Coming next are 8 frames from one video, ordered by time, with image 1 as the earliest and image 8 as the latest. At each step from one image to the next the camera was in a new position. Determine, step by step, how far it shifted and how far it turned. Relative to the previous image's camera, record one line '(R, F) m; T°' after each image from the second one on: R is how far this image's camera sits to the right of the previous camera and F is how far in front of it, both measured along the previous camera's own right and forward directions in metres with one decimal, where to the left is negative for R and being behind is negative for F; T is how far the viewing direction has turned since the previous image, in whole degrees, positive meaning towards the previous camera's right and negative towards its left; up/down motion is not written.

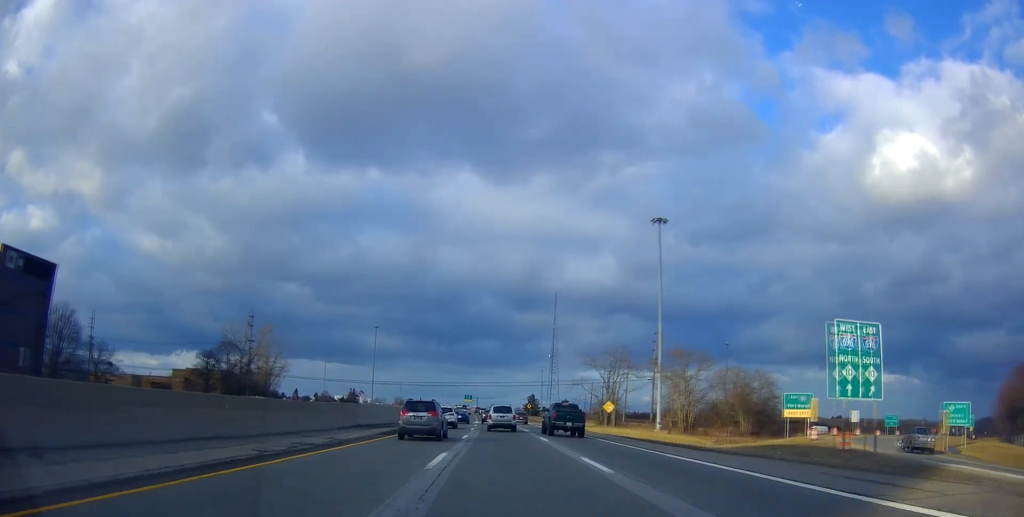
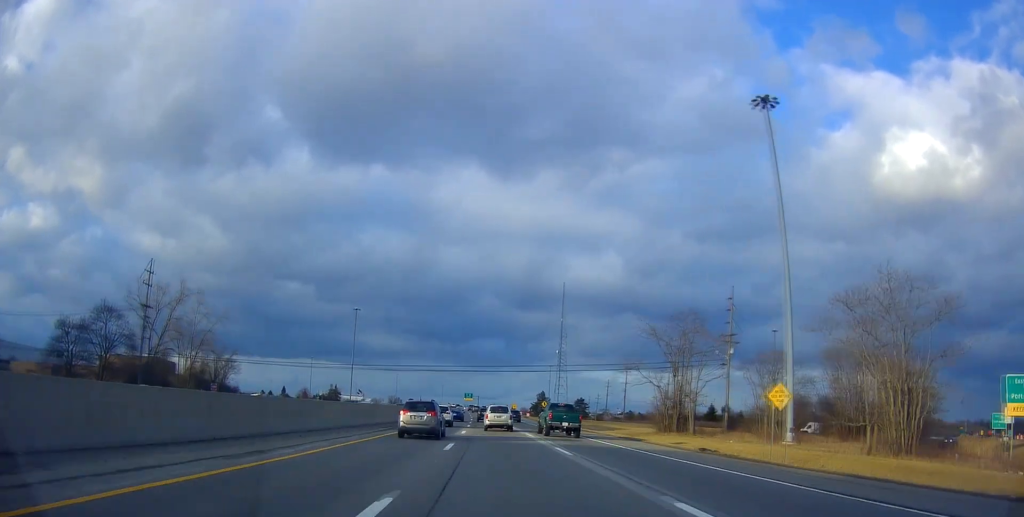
(+0.6, +38.7) m; +2°
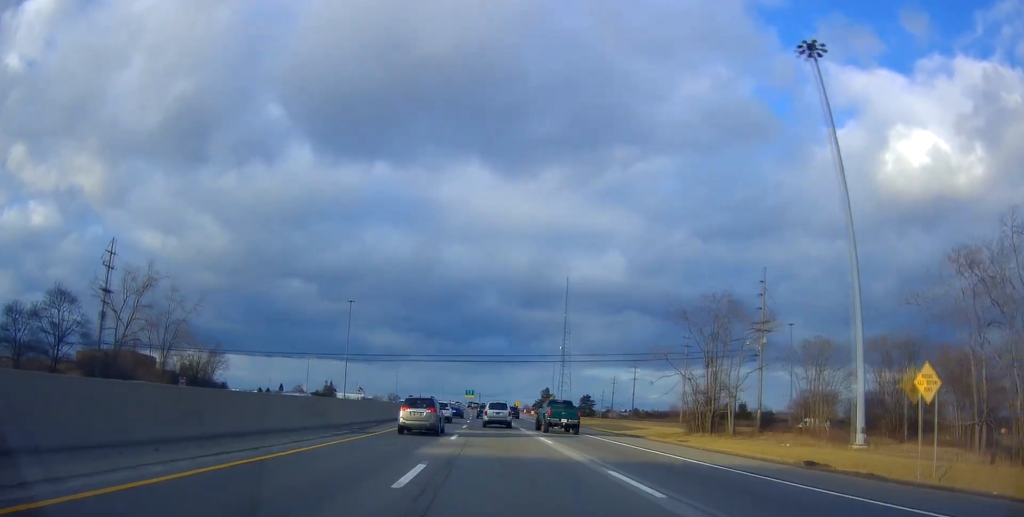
(+0.3, +10.4) m; 0°
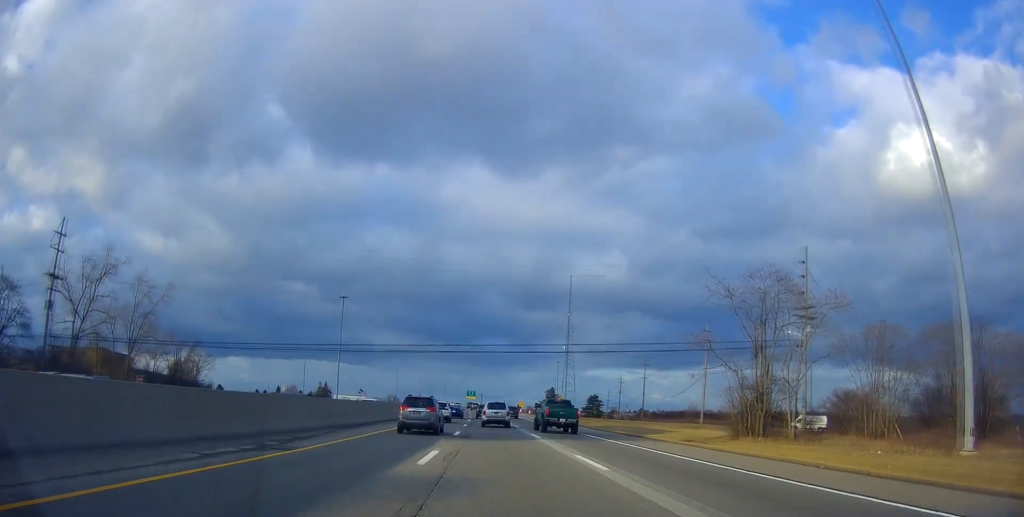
(0.0, +11.1) m; -1°
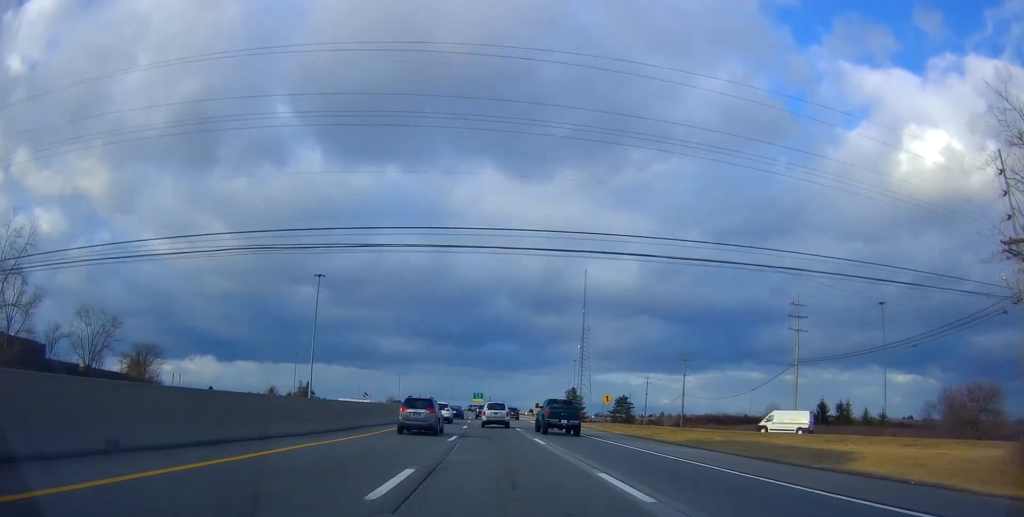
(-1.8, +32.7) m; -4°
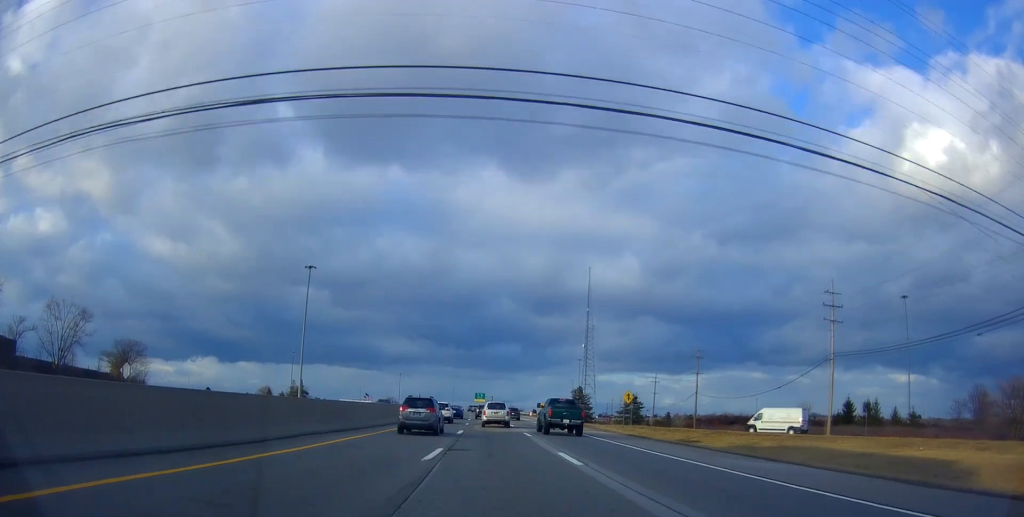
(0.0, +9.0) m; 0°
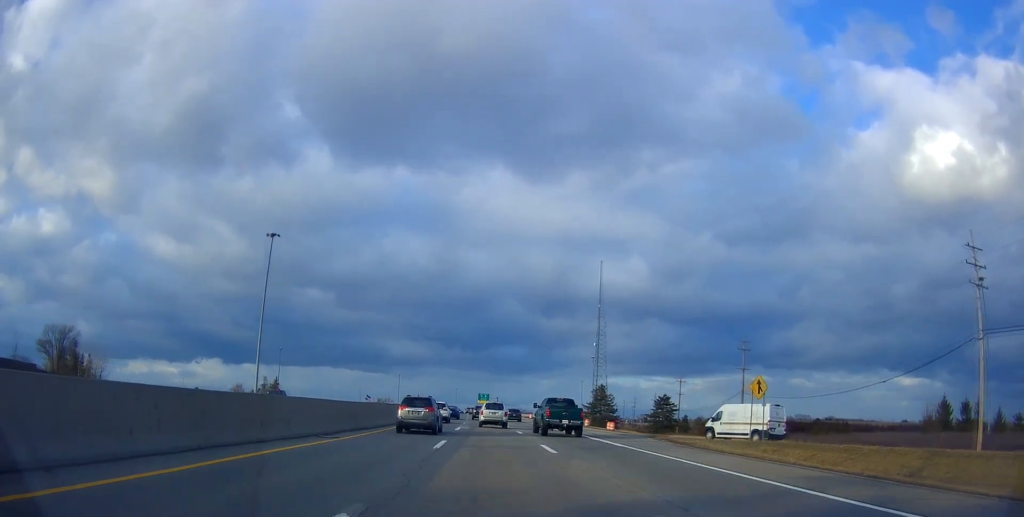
(+0.9, +27.2) m; +2°
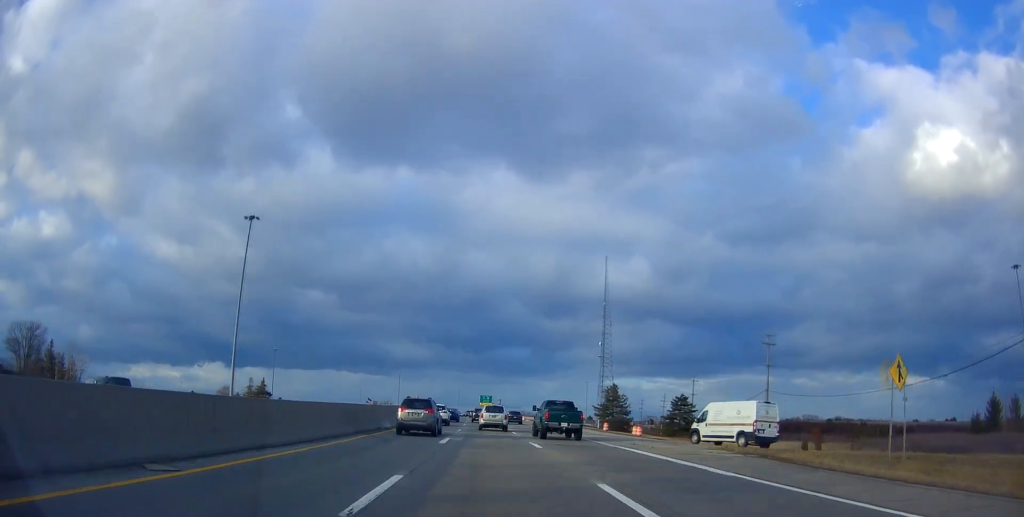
(+0.3, +11.3) m; -1°
